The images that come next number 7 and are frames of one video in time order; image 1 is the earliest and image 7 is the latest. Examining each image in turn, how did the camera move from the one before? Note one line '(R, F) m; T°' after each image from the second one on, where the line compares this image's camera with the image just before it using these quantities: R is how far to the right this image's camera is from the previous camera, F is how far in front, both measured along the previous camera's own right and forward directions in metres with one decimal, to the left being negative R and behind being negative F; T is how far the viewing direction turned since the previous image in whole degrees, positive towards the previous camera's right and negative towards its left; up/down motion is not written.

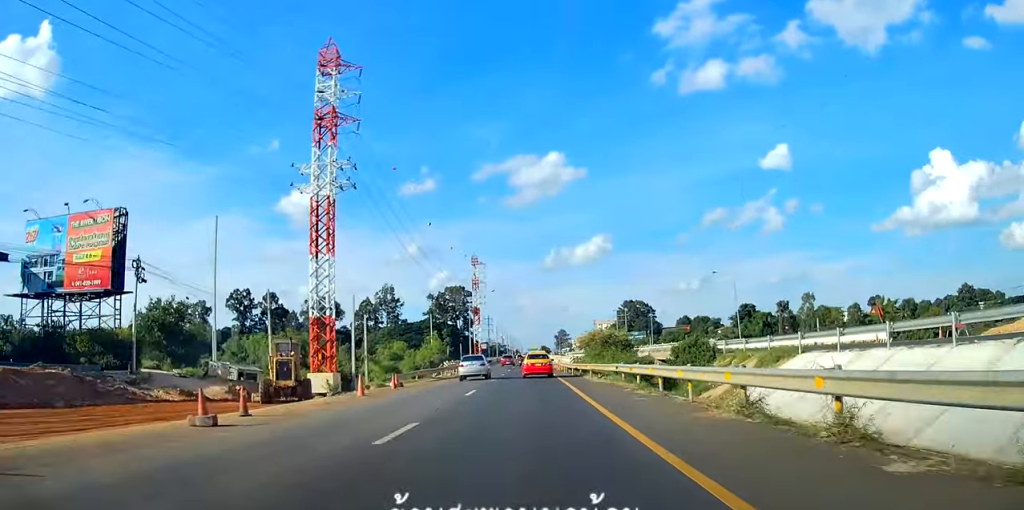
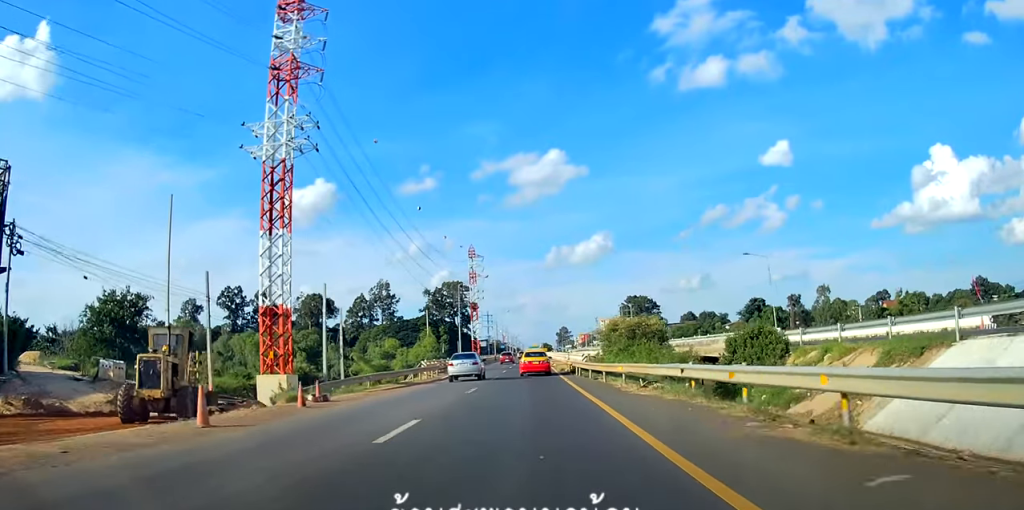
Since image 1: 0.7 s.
(0.0, +13.8) m; 0°
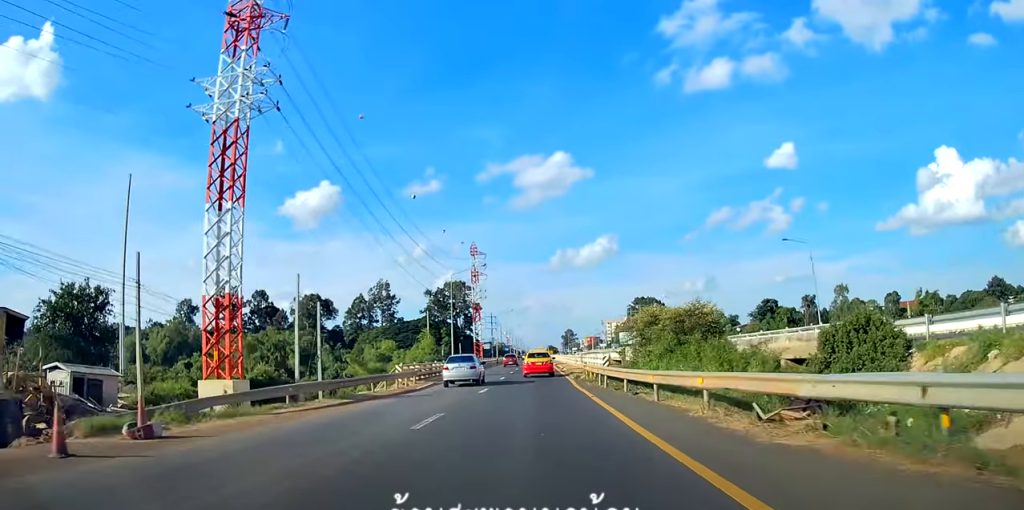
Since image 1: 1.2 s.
(0.0, +10.9) m; 0°
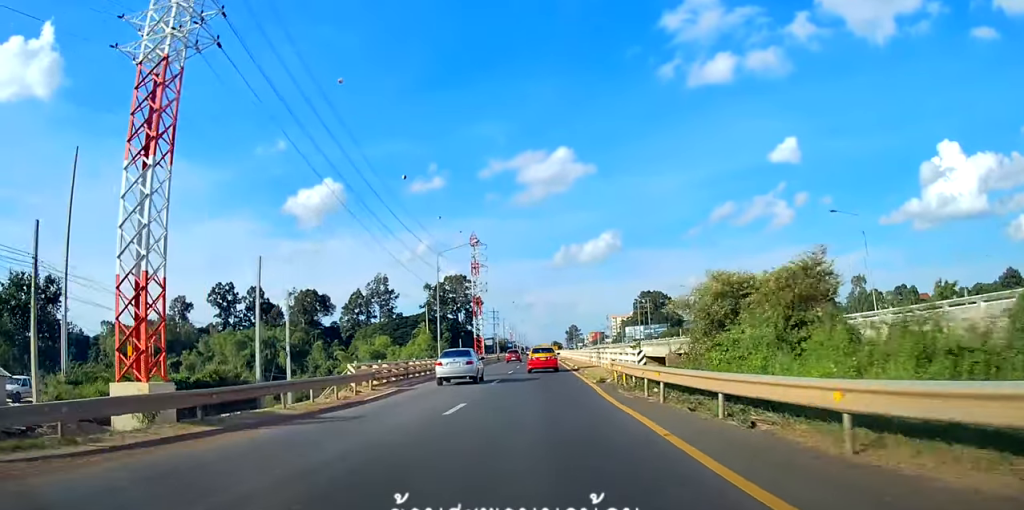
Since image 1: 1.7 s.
(0.0, +9.1) m; 0°
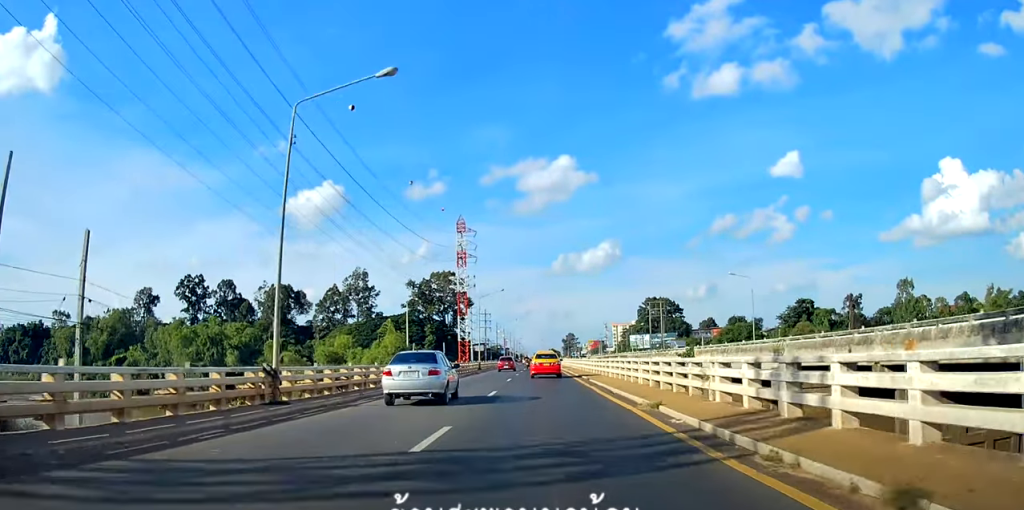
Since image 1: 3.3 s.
(-0.1, +28.8) m; 0°
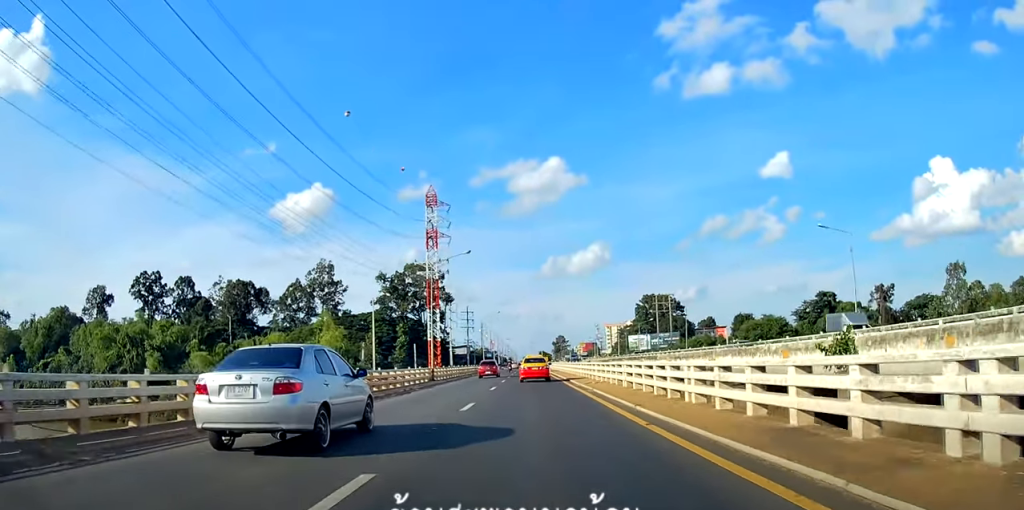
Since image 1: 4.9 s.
(+0.3, +25.1) m; +1°
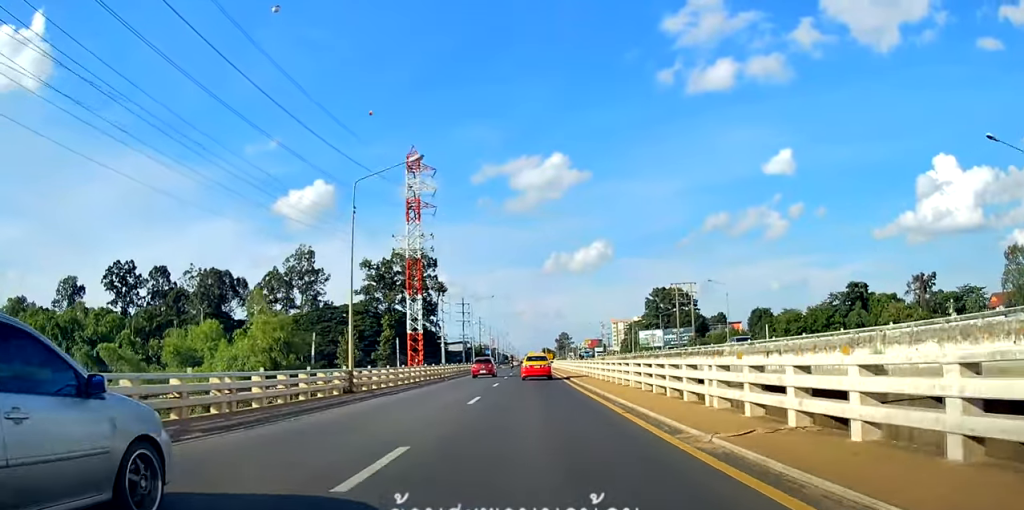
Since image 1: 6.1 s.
(+0.2, +21.8) m; +1°
